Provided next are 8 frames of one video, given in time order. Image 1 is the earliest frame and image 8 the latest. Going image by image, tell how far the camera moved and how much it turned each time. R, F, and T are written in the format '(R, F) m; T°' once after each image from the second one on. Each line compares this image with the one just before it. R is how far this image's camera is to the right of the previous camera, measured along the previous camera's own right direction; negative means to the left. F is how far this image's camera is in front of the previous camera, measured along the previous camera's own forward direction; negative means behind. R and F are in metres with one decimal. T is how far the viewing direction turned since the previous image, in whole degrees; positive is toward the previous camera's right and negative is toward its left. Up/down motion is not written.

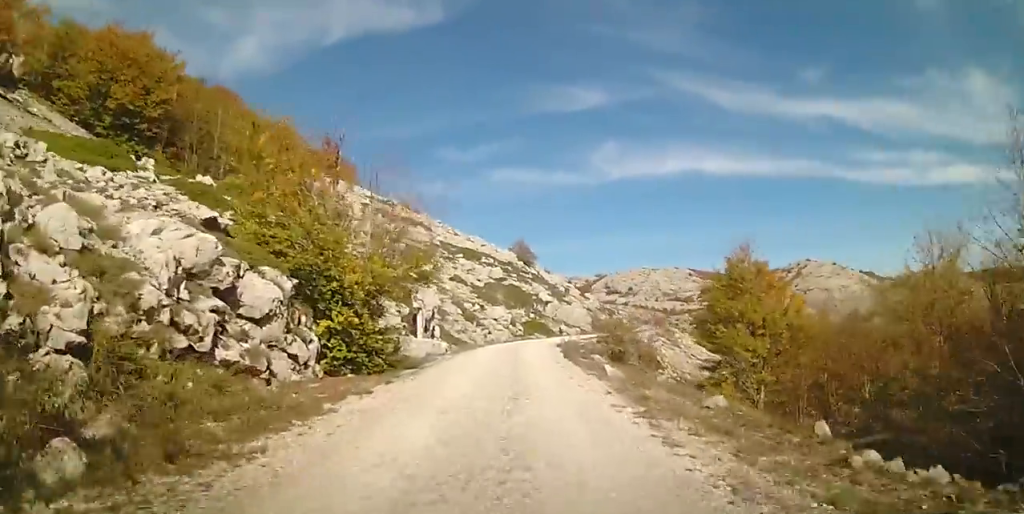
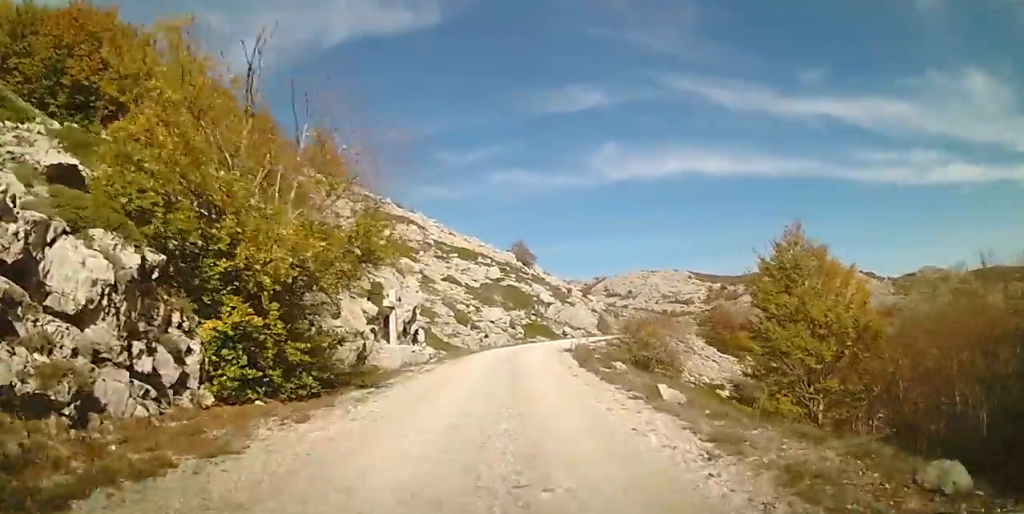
(+0.2, +5.5) m; 0°
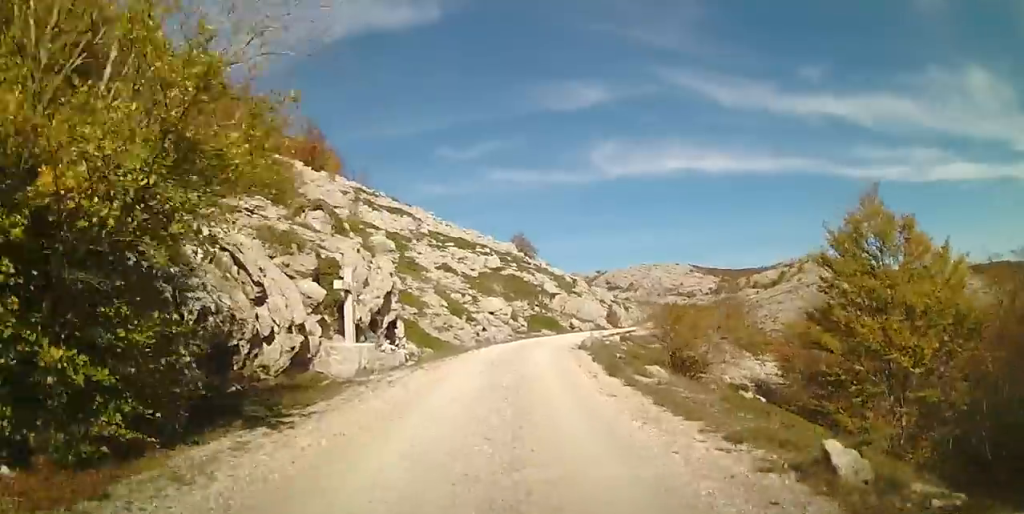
(+0.1, +5.4) m; 0°
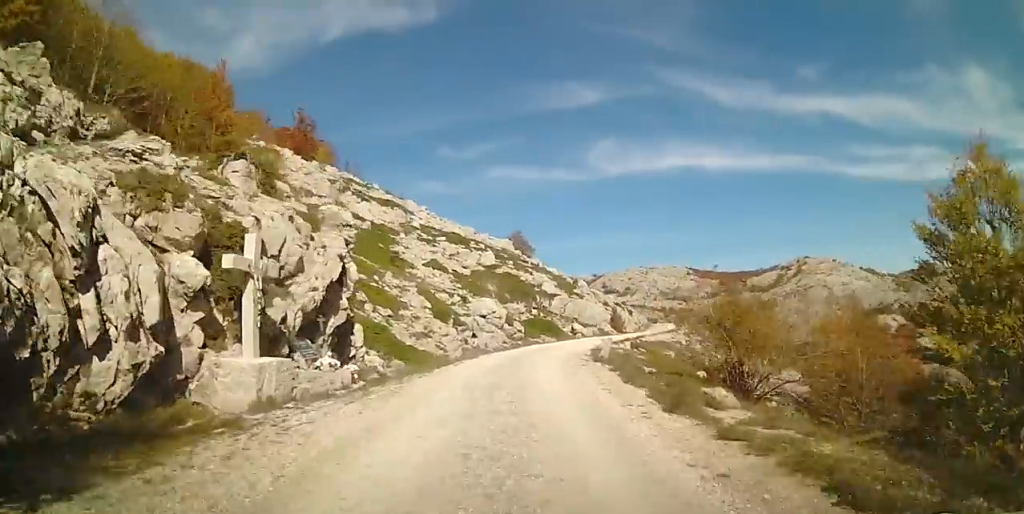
(-0.2, +5.3) m; +1°
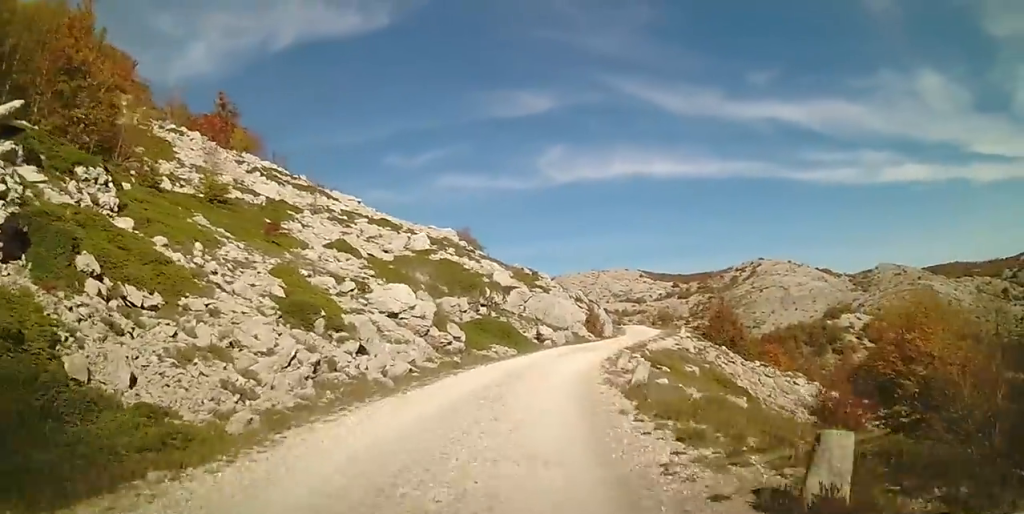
(+1.1, +14.5) m; +7°
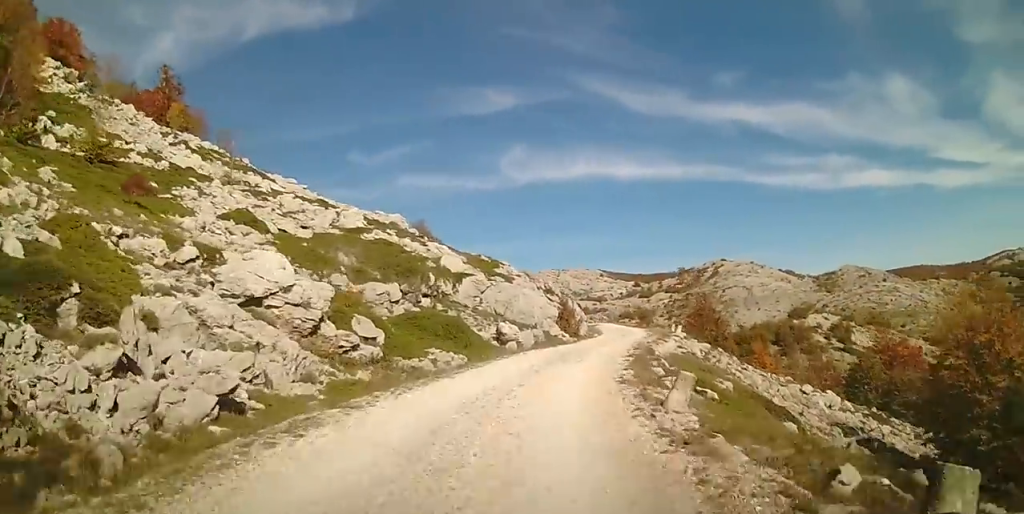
(+0.2, +8.7) m; +2°
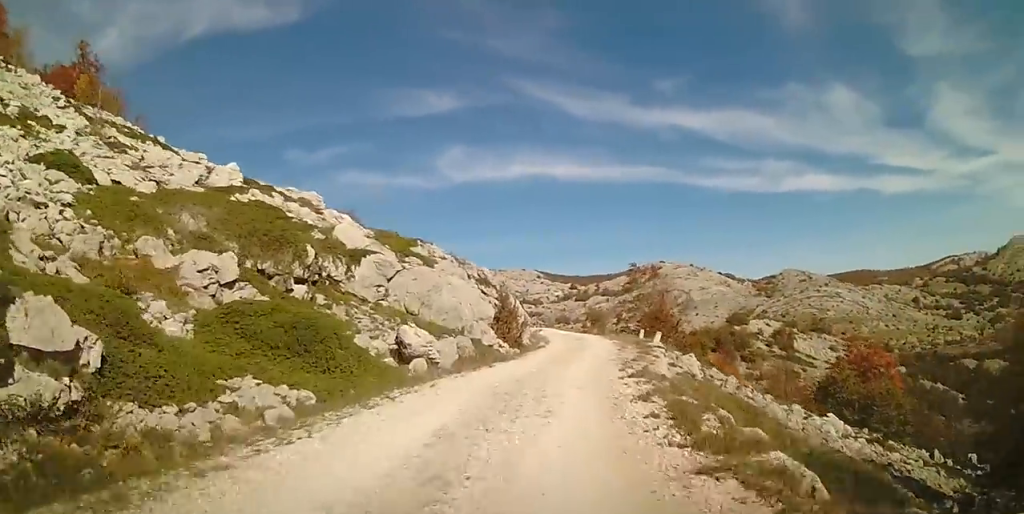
(+0.3, +9.2) m; +7°
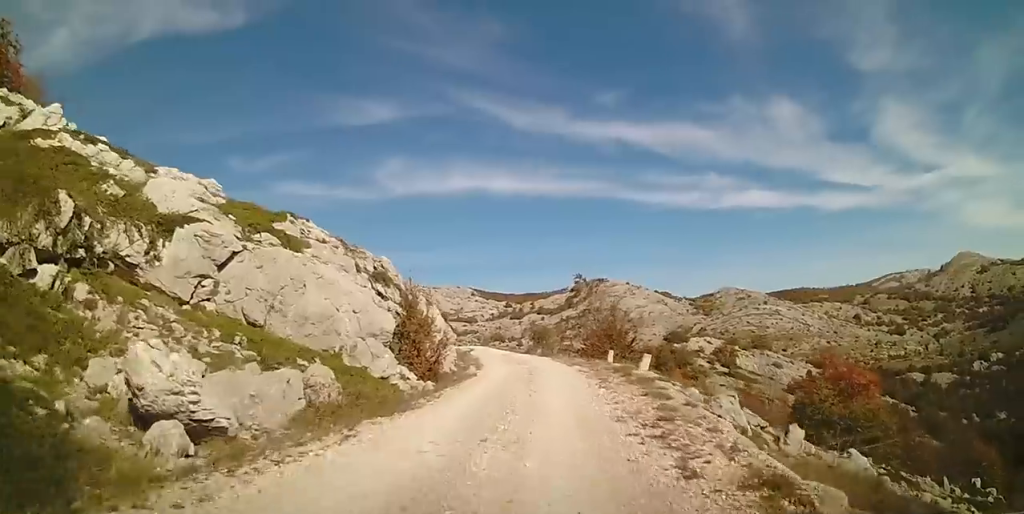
(+0.7, +8.8) m; +7°
